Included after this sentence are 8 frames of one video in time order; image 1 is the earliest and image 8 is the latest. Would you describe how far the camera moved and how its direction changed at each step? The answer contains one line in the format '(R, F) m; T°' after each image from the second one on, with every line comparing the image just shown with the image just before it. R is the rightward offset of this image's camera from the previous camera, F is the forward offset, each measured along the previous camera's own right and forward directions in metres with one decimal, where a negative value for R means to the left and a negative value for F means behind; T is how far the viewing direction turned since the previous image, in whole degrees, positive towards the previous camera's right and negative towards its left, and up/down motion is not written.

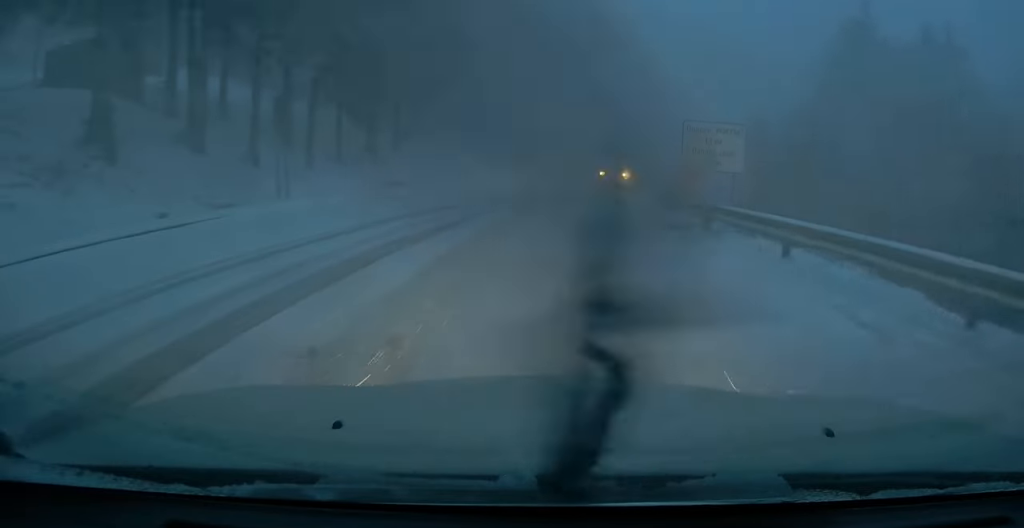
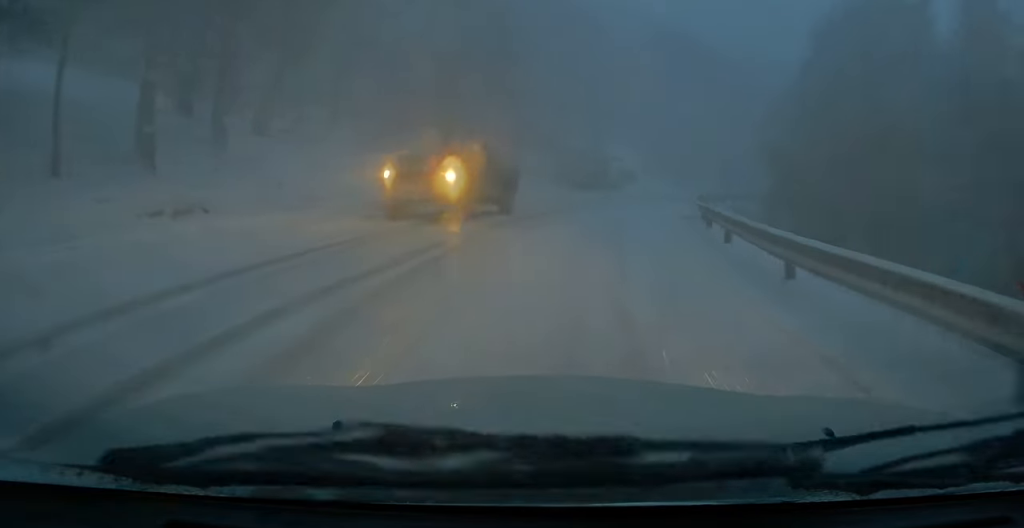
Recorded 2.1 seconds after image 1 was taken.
(+1.0, +14.1) m; +6°
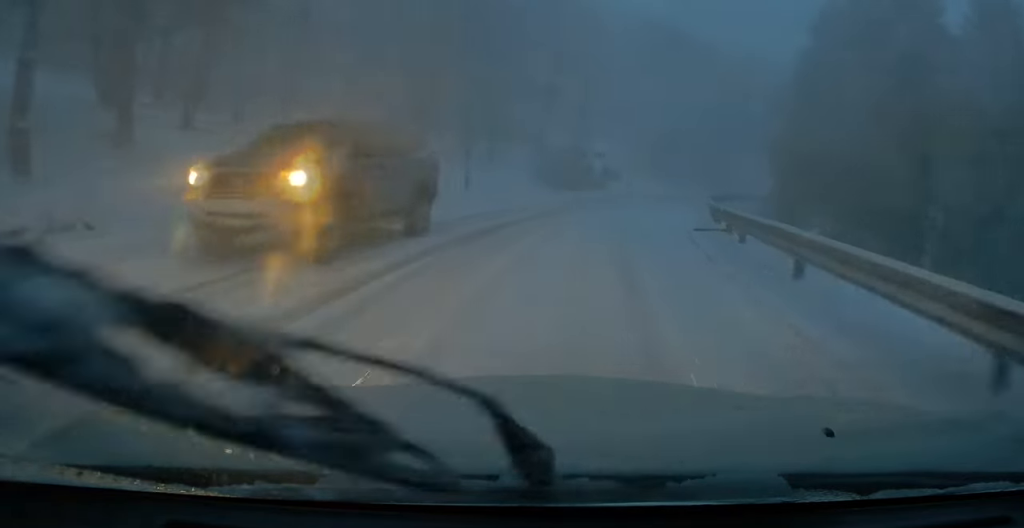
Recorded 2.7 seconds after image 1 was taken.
(+0.1, +3.8) m; +1°
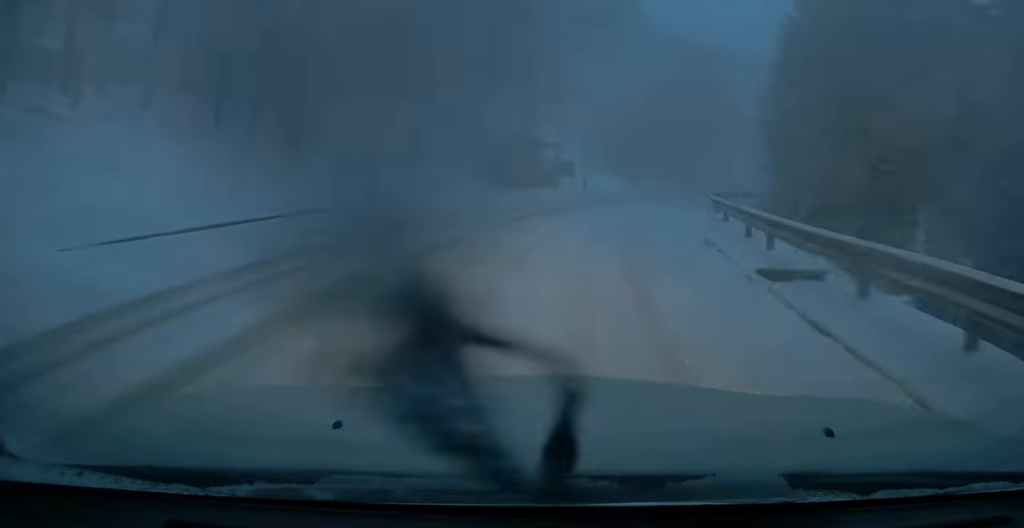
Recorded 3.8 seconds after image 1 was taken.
(0.0, +7.4) m; +3°
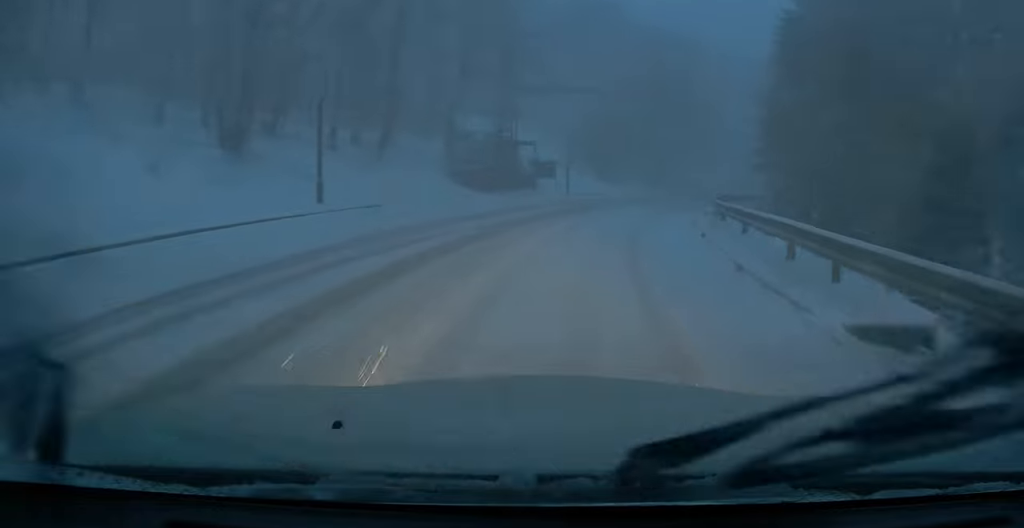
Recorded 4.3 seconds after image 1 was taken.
(+0.1, +3.0) m; +3°
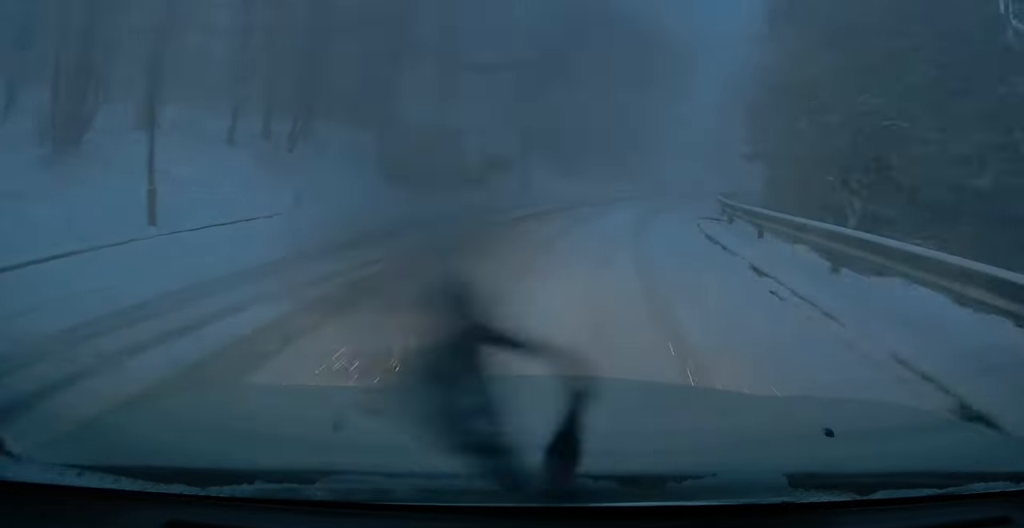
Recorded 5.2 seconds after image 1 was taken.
(+0.3, +5.8) m; +3°
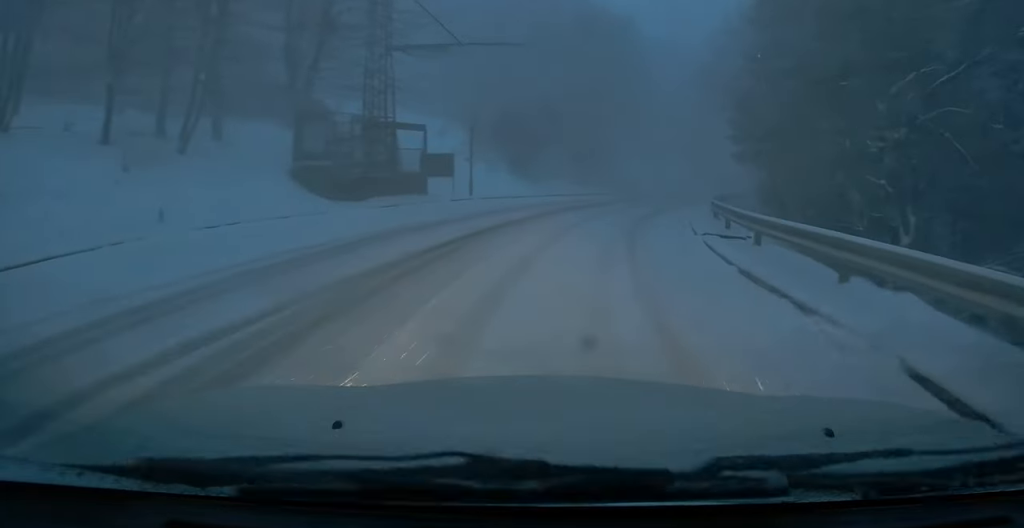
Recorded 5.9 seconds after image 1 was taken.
(+0.1, +4.8) m; +1°
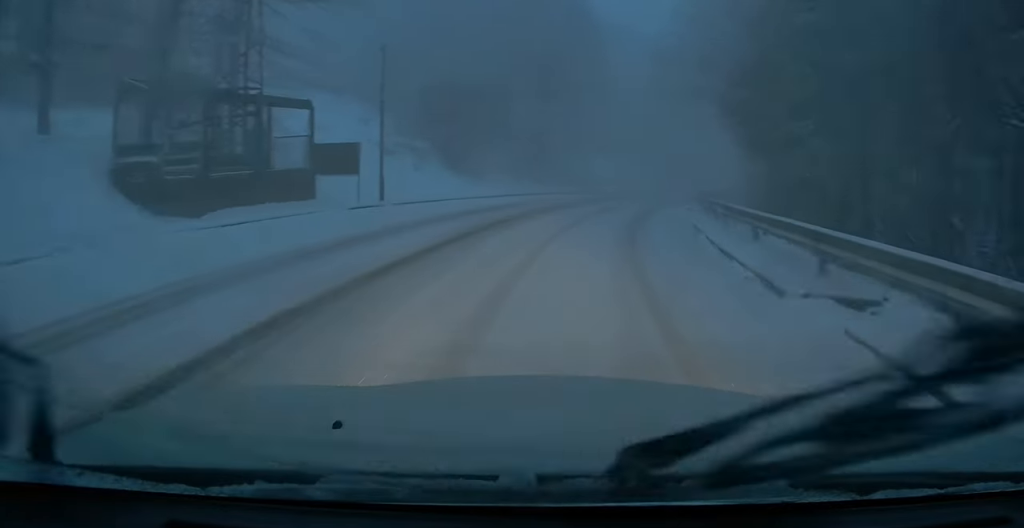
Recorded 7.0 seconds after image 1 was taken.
(0.0, +7.4) m; +3°
